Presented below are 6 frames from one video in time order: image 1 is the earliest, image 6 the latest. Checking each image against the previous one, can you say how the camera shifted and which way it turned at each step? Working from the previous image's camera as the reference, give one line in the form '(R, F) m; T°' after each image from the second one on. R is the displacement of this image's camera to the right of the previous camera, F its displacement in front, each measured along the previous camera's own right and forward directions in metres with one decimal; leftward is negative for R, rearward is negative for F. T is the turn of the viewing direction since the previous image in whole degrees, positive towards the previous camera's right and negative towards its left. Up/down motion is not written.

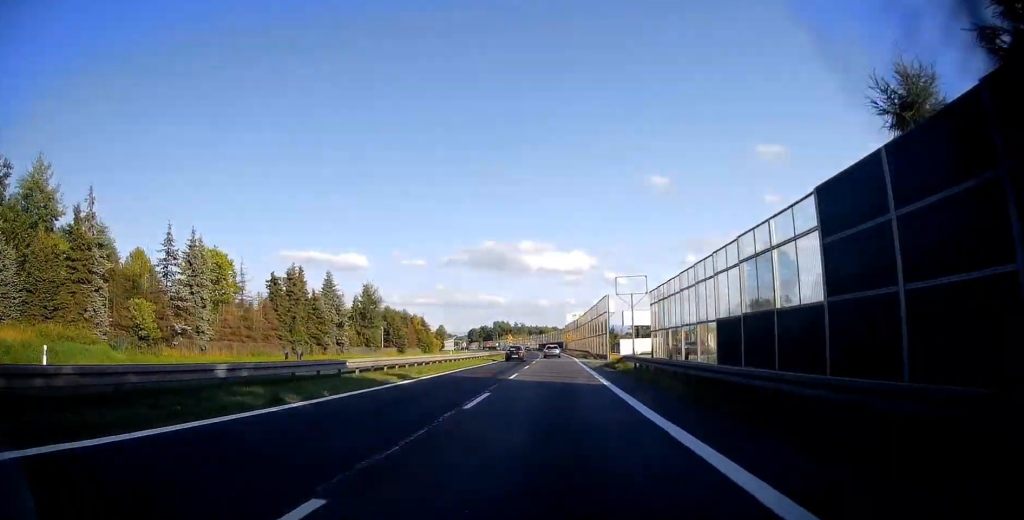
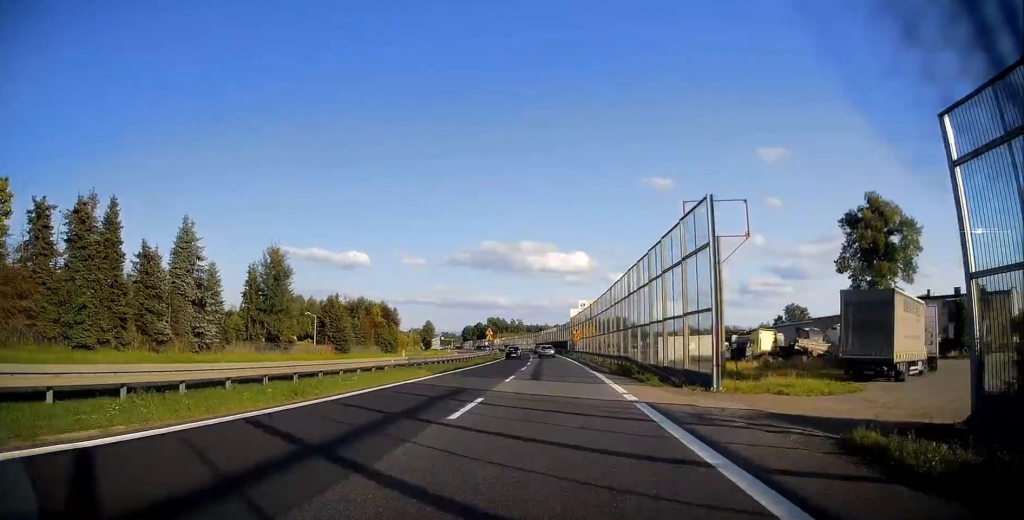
(0.0, +38.3) m; 0°
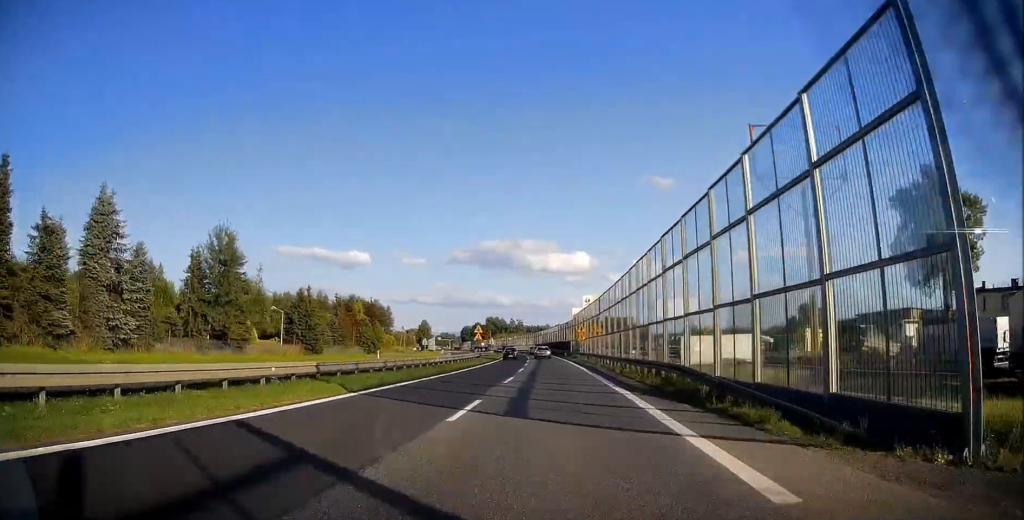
(-0.1, +12.4) m; 0°
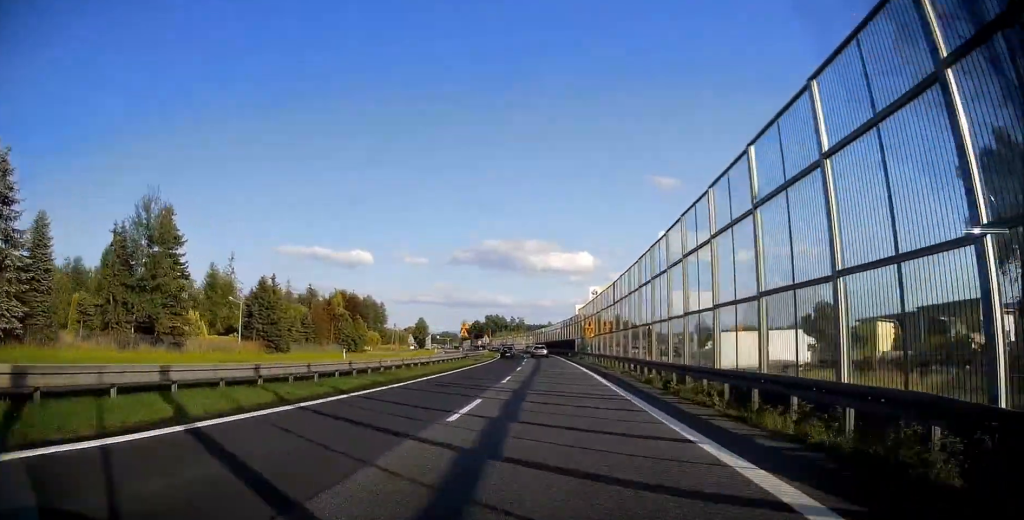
(0.0, +12.3) m; 0°
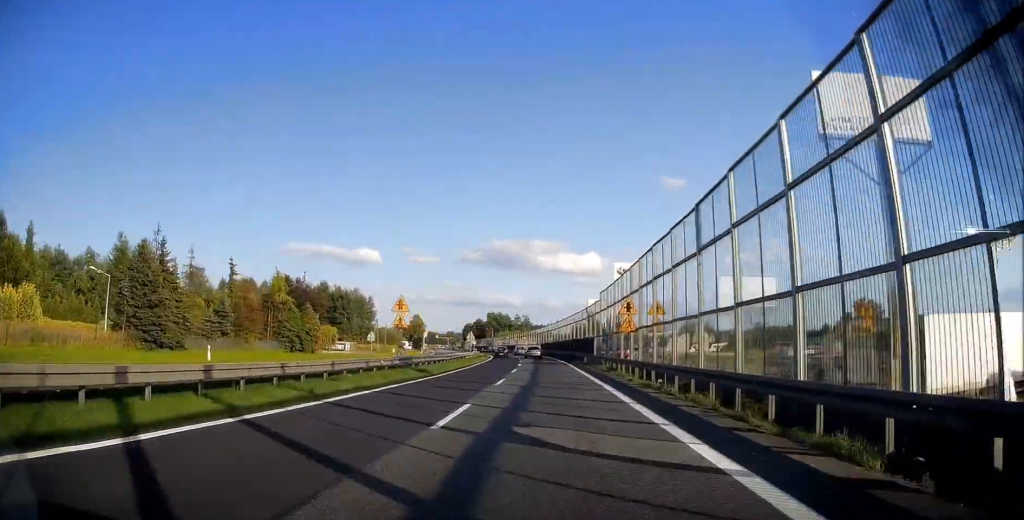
(-0.2, +25.3) m; -1°
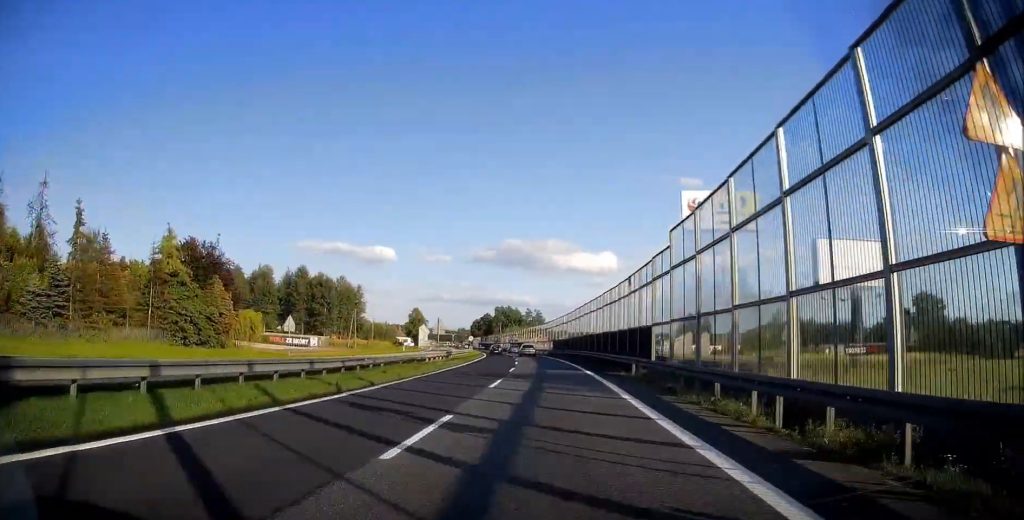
(-0.4, +26.6) m; -1°
